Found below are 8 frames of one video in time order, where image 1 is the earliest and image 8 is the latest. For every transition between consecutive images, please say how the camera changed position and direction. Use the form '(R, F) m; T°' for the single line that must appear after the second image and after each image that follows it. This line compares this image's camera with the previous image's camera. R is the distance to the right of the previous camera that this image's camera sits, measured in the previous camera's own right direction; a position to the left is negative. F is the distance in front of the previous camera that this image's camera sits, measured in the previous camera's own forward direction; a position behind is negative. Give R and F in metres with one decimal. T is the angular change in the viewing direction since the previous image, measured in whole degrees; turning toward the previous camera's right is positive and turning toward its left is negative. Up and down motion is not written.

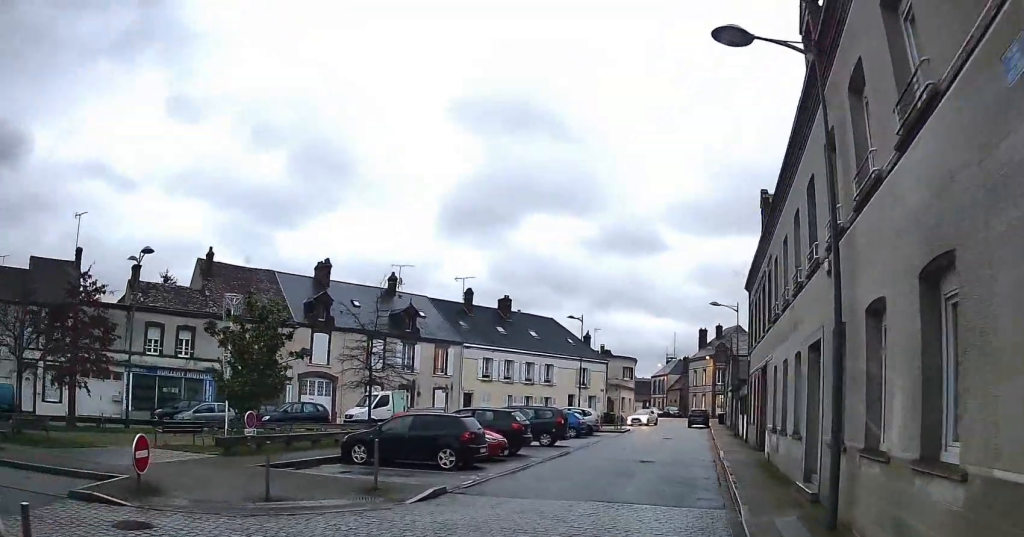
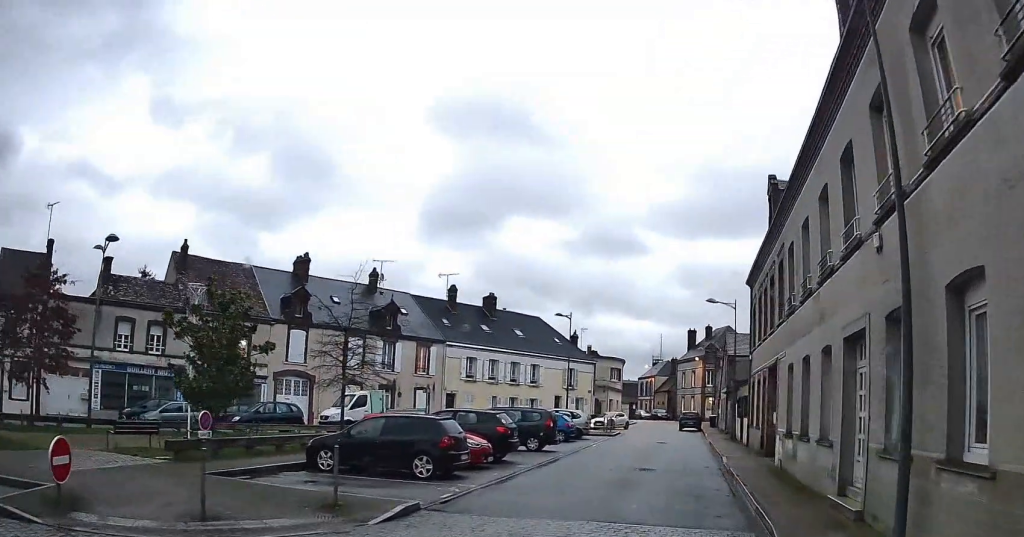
(0.0, +2.3) m; +1°
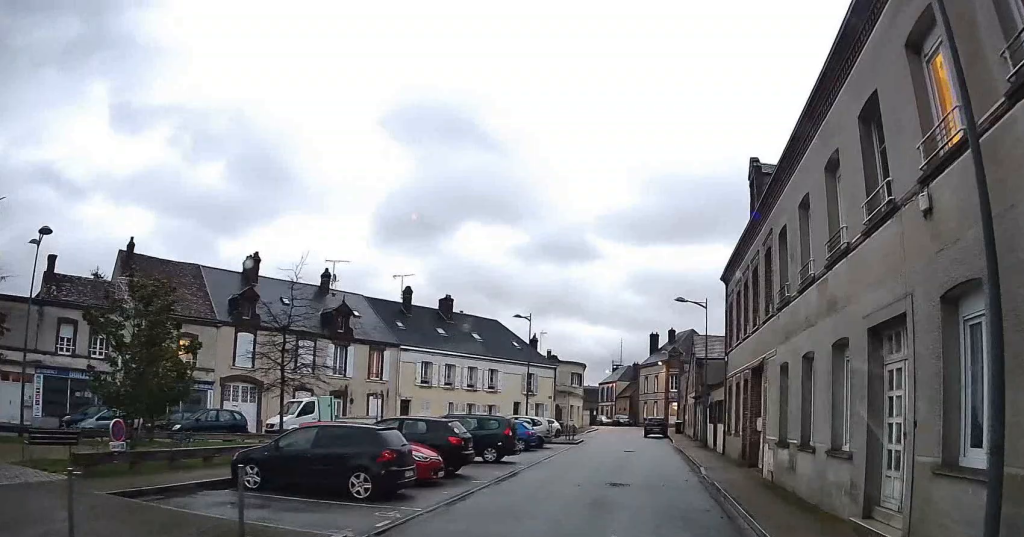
(+0.1, +2.9) m; +1°
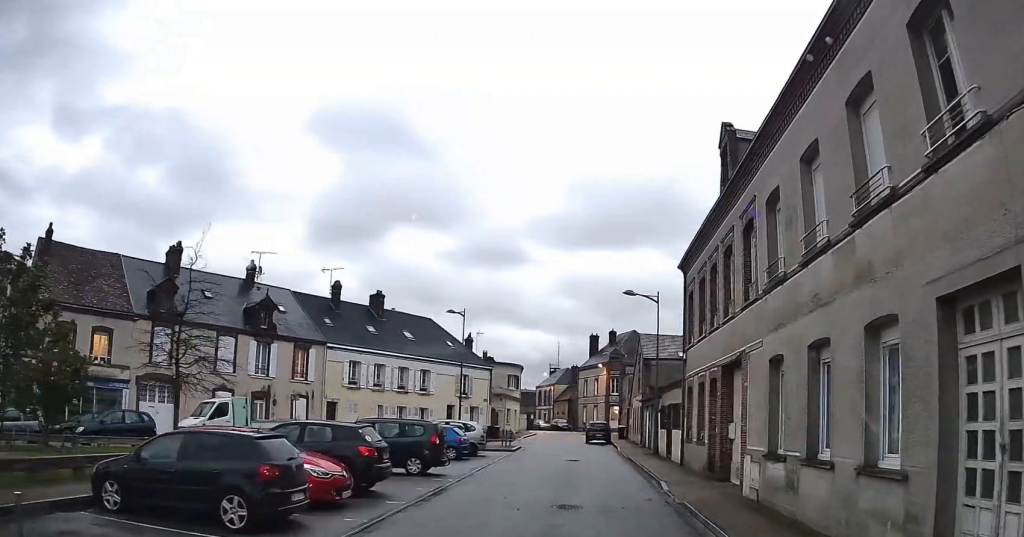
(0.0, +4.6) m; 0°
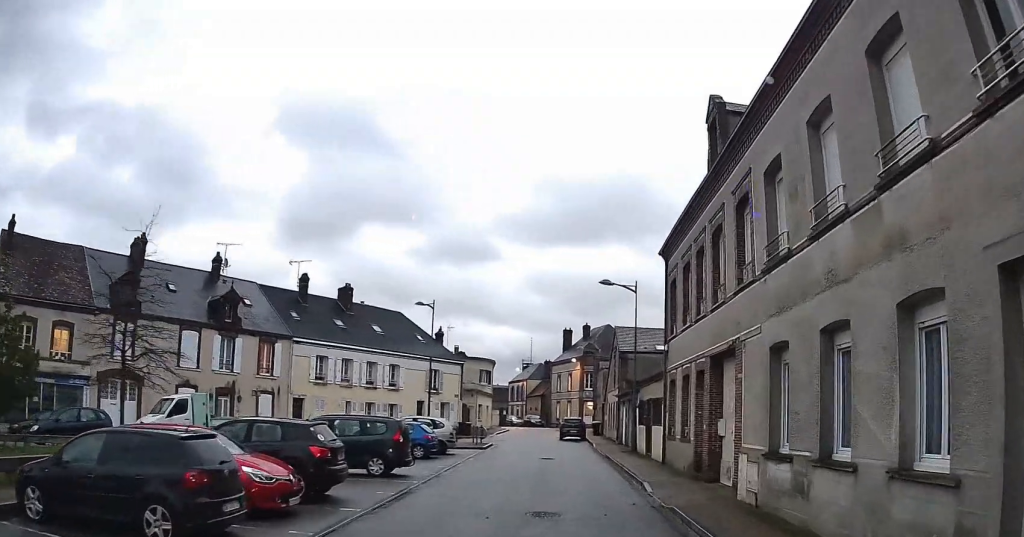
(0.0, +2.3) m; 0°
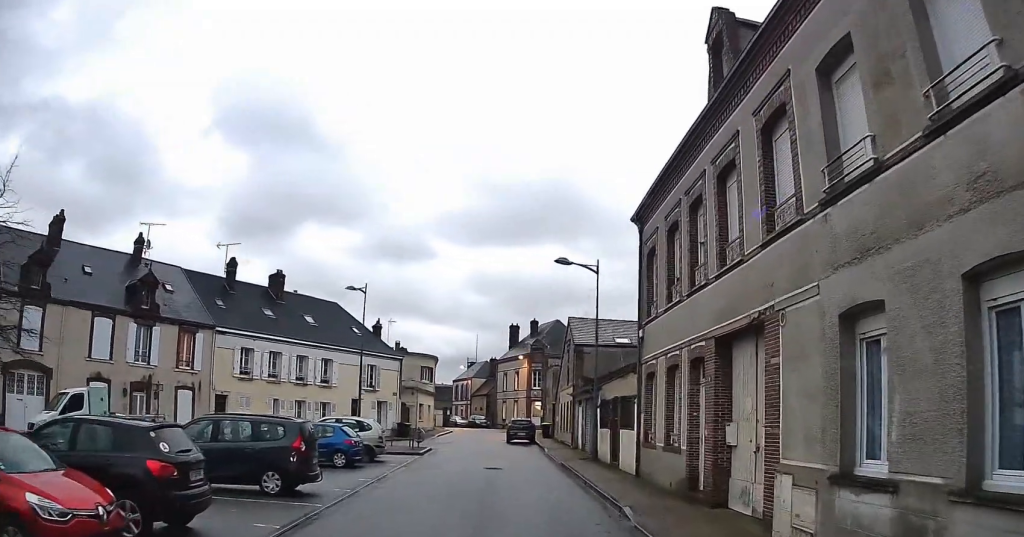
(0.0, +6.1) m; 0°
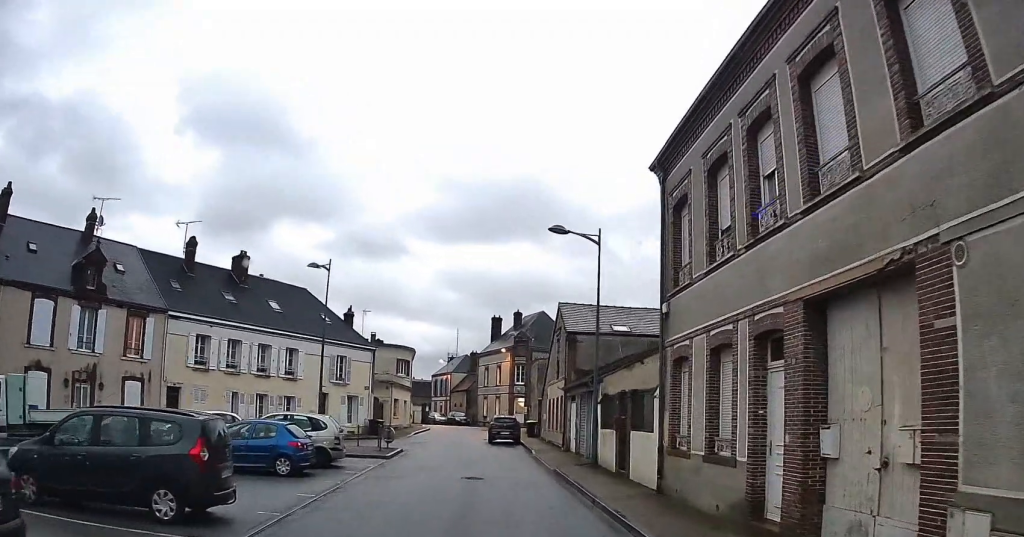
(0.0, +5.6) m; -1°
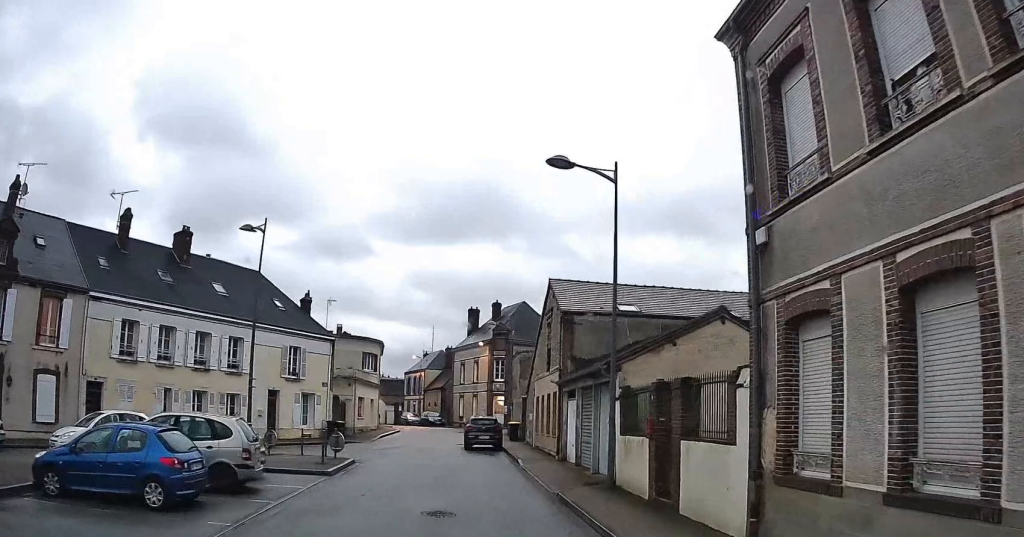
(0.0, +7.1) m; +4°
